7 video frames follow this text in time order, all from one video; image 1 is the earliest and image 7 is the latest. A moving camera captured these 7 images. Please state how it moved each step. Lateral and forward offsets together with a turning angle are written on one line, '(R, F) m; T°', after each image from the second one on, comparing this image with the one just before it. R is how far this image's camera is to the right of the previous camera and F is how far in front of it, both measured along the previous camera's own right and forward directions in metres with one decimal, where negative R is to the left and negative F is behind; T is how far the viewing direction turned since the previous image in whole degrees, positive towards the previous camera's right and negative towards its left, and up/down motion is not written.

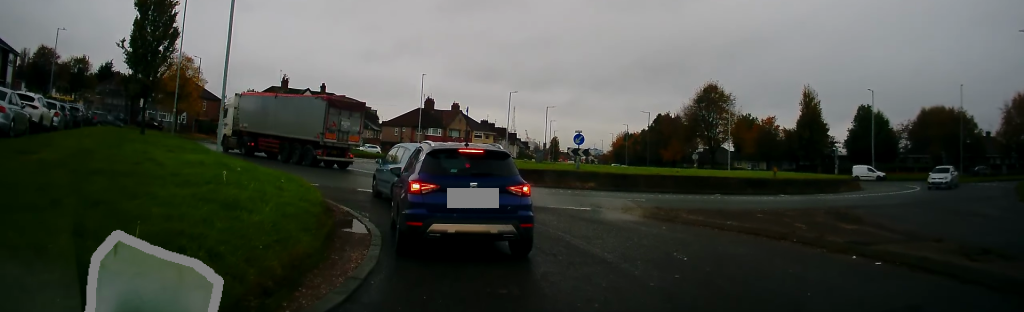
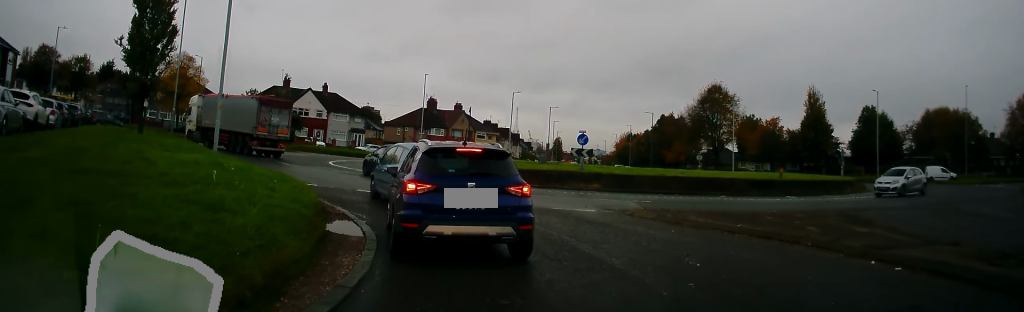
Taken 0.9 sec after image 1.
(0.0, +0.3) m; 0°
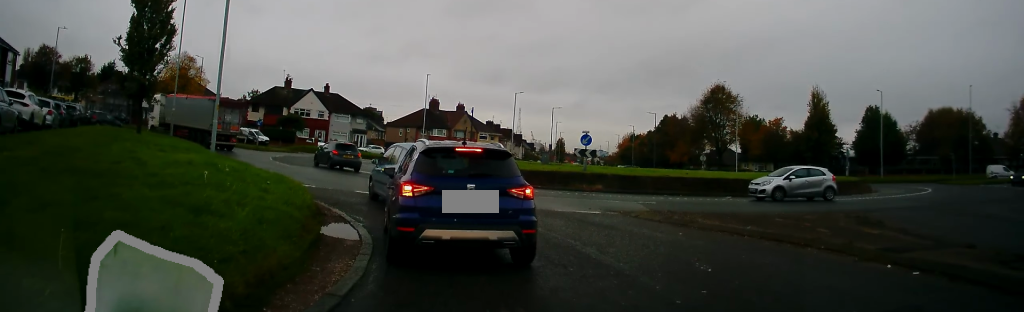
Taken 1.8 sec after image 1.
(0.0, +0.3) m; 0°
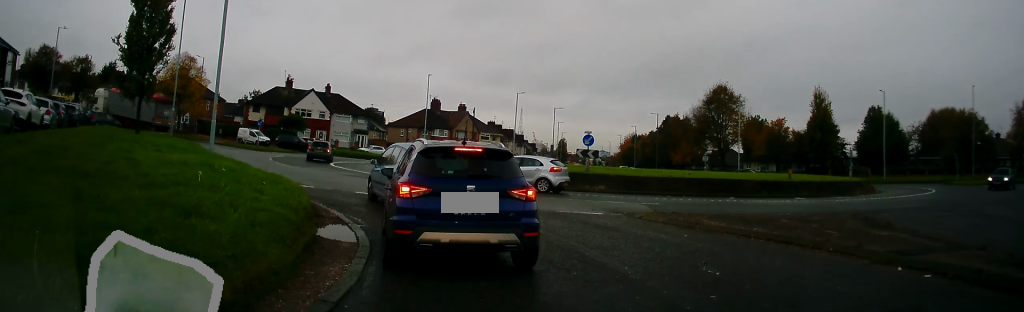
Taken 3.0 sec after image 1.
(0.0, 0.0) m; 0°
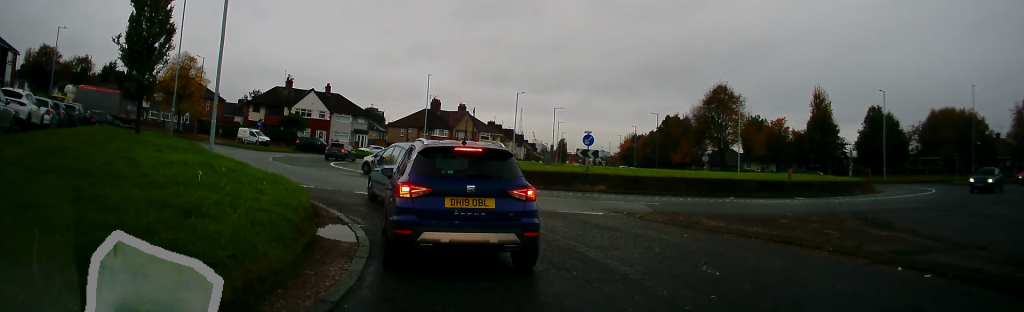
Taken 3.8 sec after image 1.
(0.0, 0.0) m; 0°
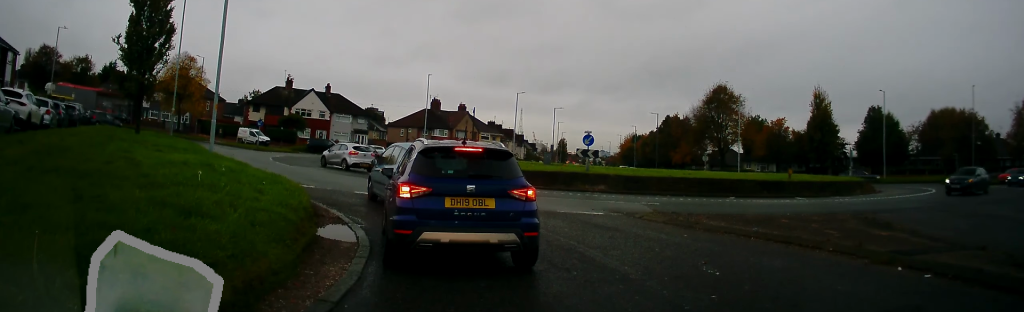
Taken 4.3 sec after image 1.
(0.0, 0.0) m; 0°
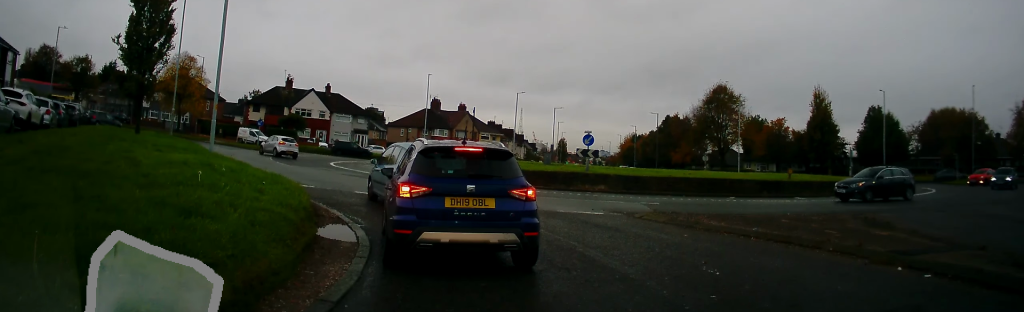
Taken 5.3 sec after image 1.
(0.0, 0.0) m; 0°
